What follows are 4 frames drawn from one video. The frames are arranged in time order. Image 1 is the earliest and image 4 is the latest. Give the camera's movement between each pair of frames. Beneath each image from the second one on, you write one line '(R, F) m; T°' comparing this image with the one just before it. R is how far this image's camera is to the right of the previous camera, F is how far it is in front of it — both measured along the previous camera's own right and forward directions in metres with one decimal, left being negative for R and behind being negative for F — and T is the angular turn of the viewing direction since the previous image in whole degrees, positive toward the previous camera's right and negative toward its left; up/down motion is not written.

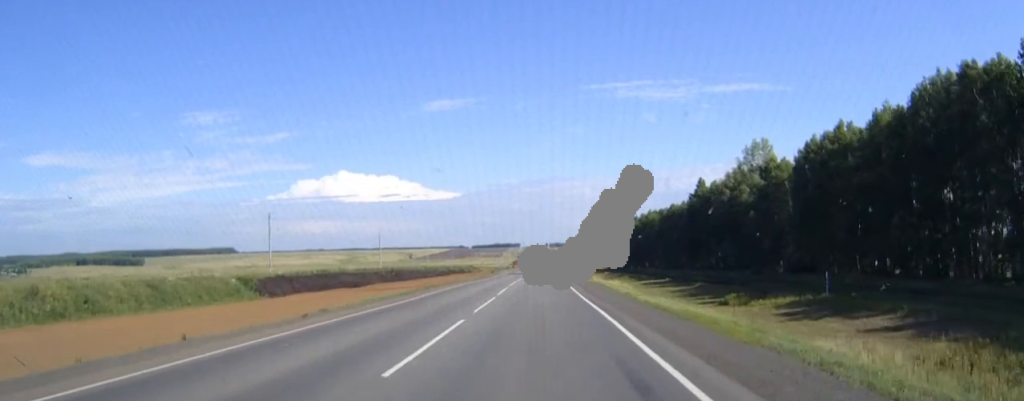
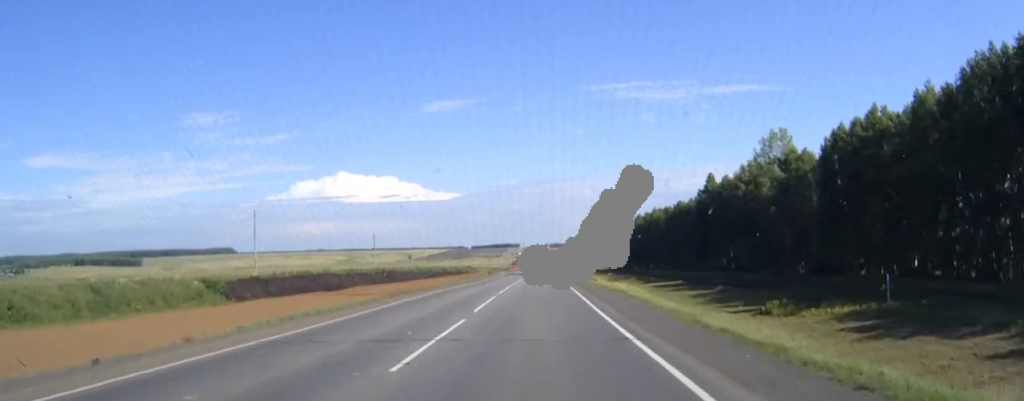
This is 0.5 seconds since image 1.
(0.0, +11.4) m; 0°
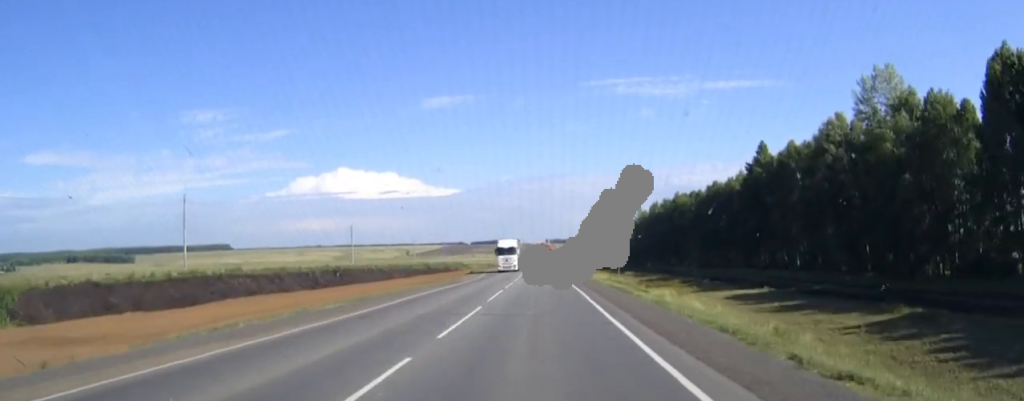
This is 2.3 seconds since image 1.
(+0.1, +43.8) m; 0°
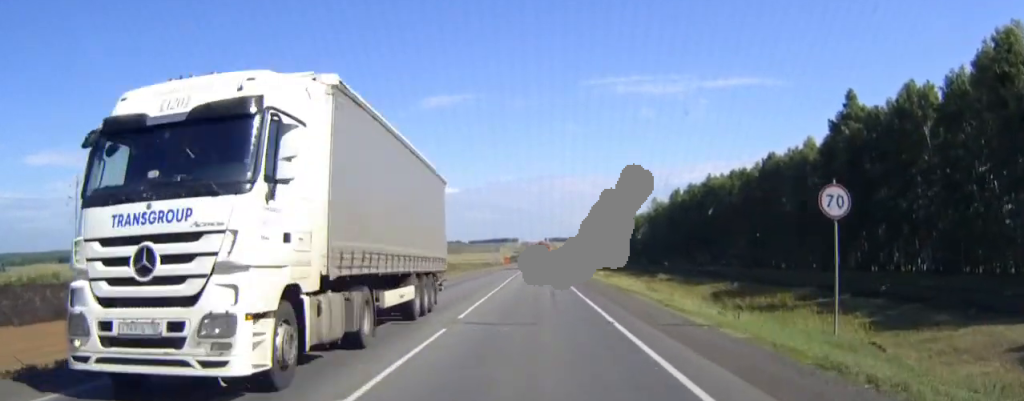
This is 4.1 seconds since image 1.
(+0.1, +43.7) m; 0°
